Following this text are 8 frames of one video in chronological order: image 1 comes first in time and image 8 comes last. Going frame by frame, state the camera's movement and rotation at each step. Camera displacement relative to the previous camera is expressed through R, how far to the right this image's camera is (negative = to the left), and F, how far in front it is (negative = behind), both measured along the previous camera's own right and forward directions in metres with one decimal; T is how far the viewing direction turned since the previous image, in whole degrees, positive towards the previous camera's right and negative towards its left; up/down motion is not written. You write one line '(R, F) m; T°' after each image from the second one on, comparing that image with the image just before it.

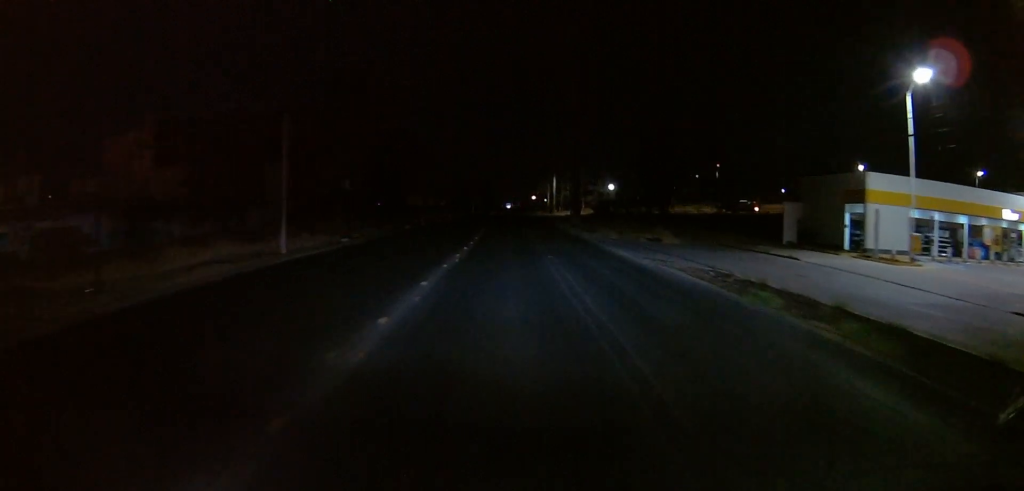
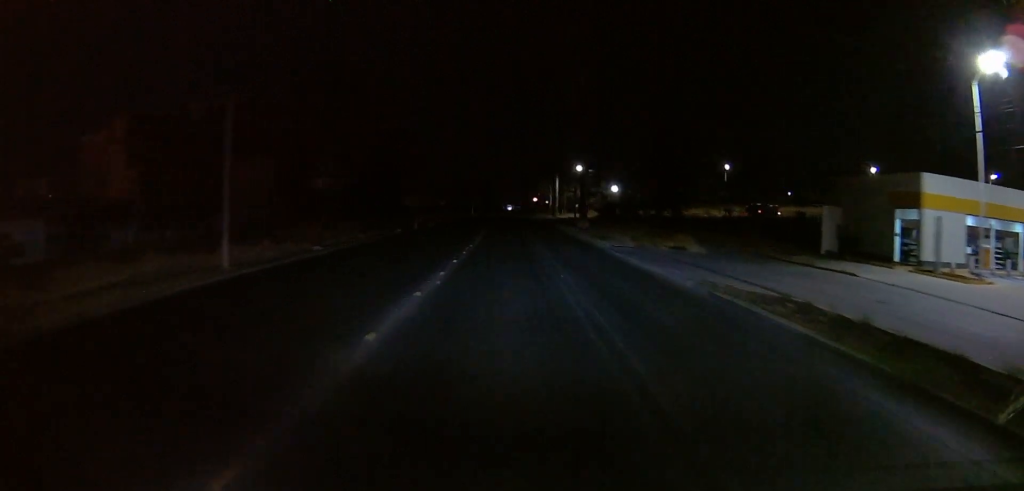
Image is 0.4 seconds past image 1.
(0.0, +6.1) m; 0°
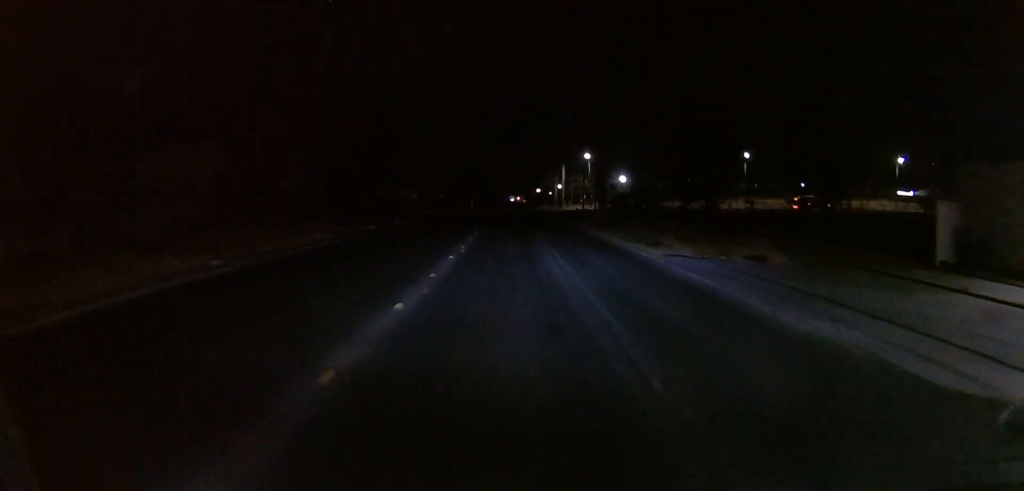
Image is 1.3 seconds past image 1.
(0.0, +12.4) m; 0°
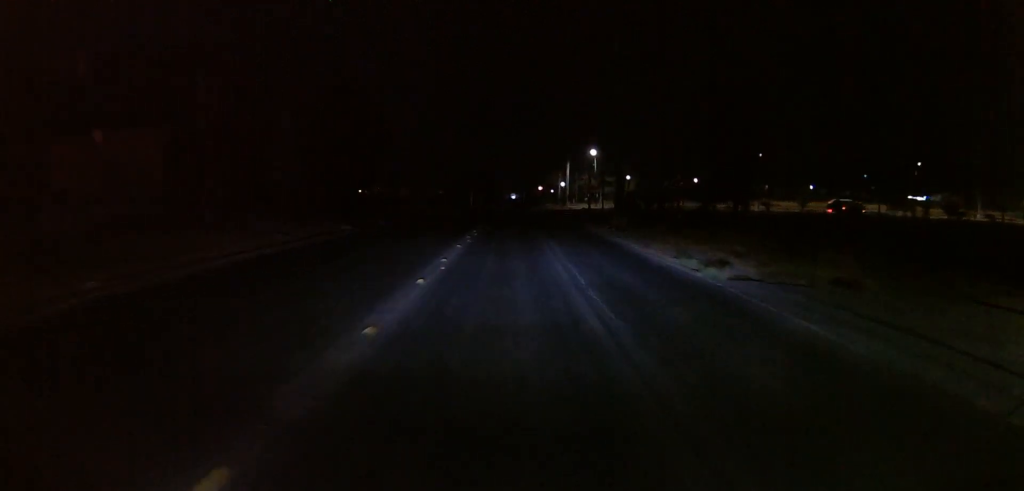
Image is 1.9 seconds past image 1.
(0.0, +7.7) m; 0°
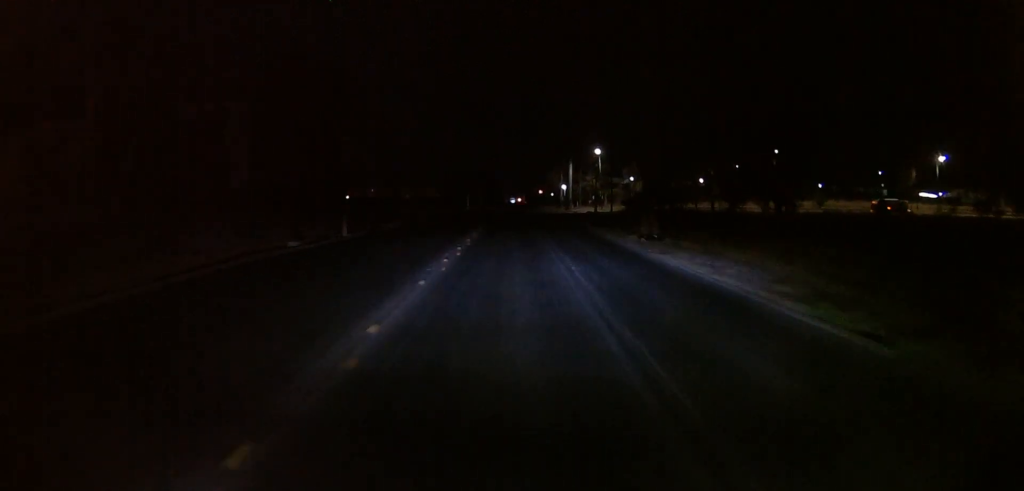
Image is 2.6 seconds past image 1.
(-0.1, +9.8) m; -1°
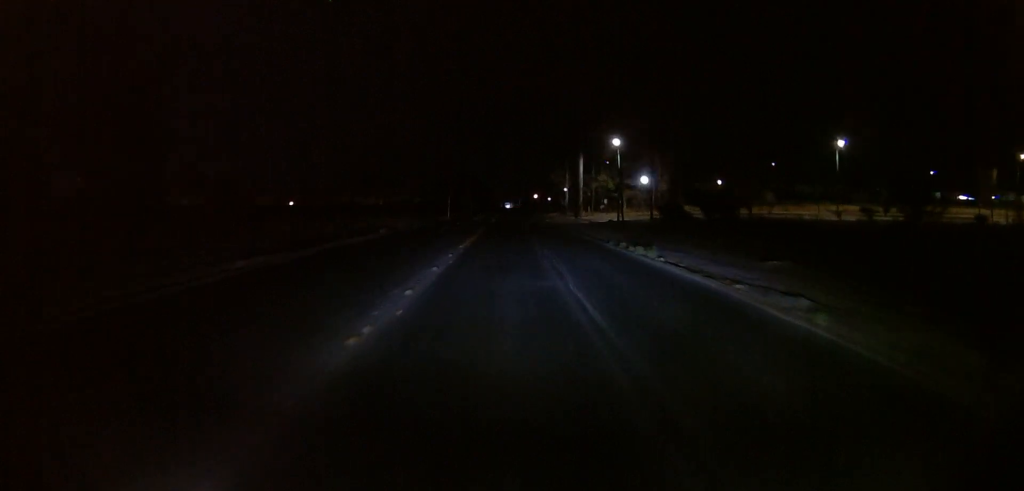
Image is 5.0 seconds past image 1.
(+2.2, +30.0) m; +3°
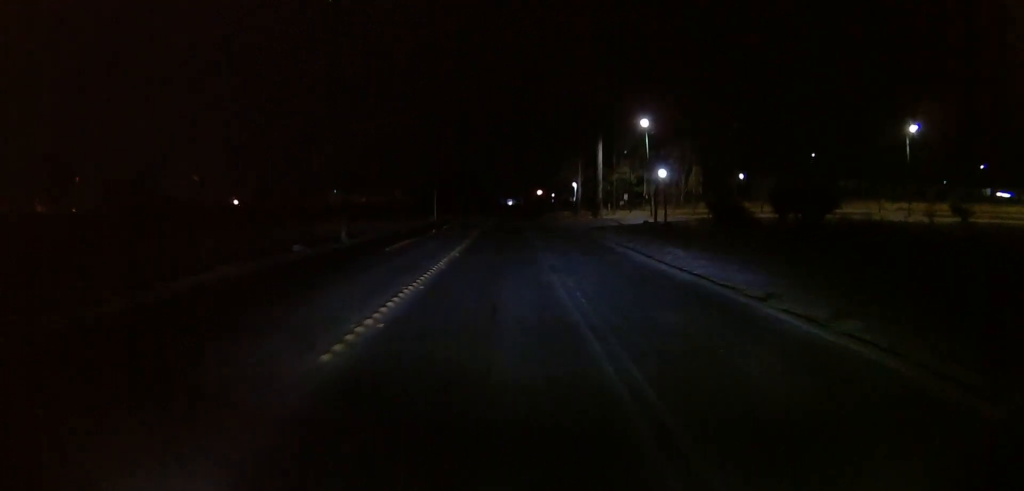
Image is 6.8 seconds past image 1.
(-1.7, +20.9) m; -6°
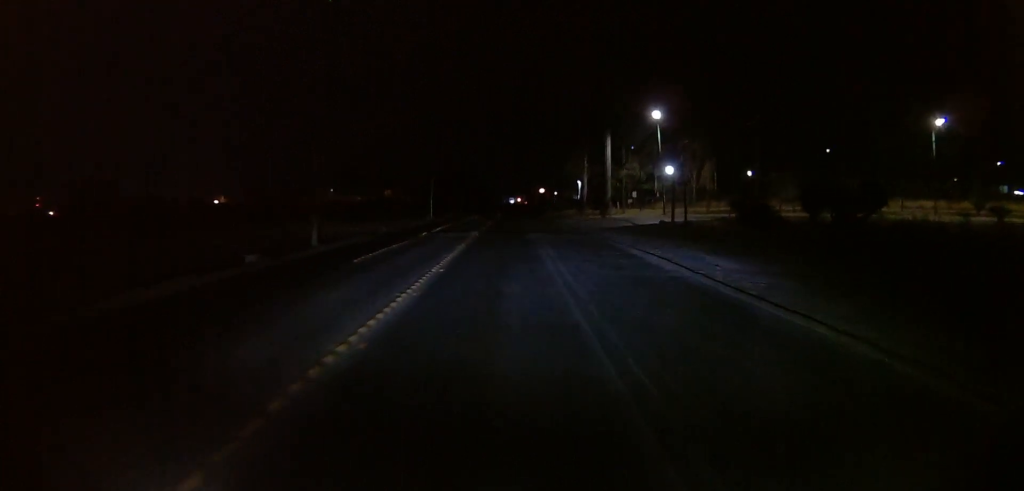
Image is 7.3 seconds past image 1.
(-0.1, +5.9) m; 0°
